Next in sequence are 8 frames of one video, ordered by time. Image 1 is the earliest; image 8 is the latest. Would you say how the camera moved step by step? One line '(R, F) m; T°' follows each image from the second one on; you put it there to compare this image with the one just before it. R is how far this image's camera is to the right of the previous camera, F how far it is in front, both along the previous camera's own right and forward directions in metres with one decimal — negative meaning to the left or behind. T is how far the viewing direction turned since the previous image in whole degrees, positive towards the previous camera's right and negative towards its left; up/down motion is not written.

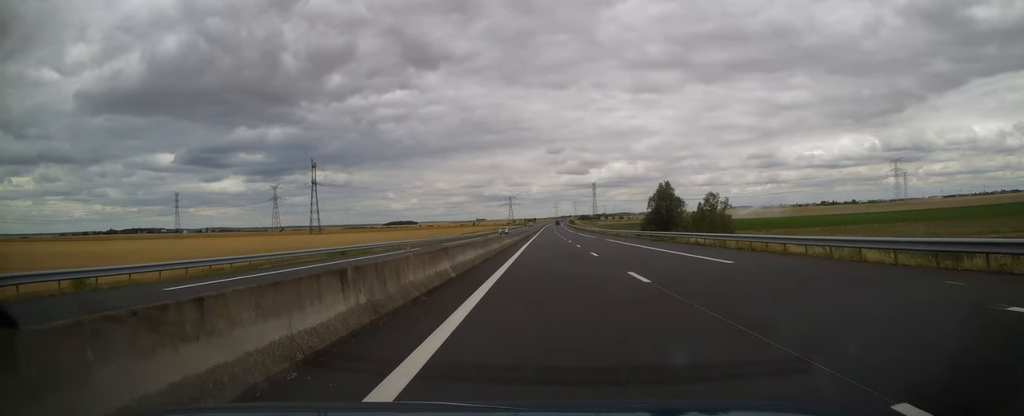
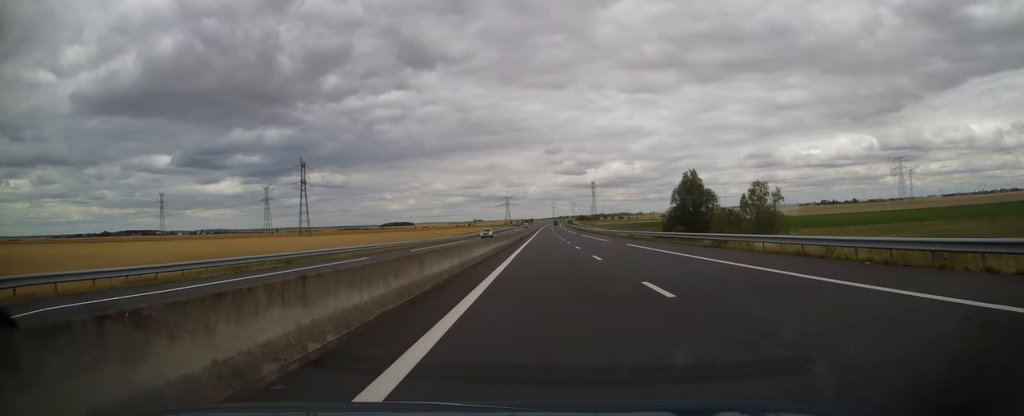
(0.0, +15.9) m; 0°
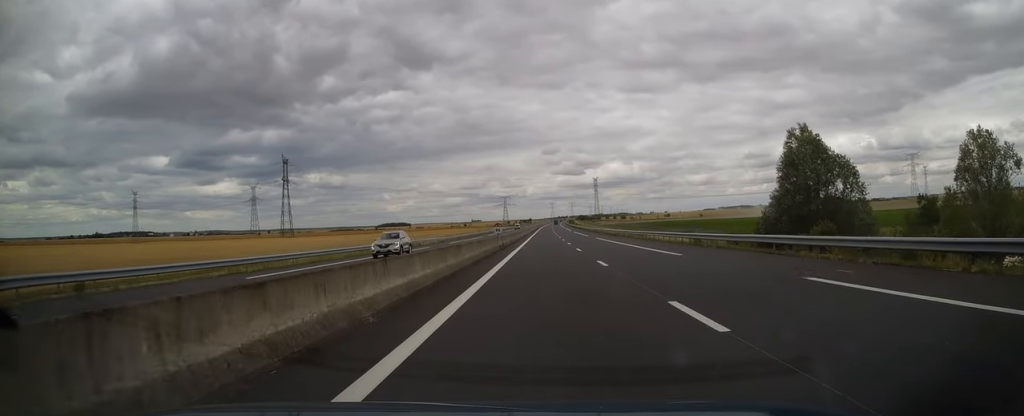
(0.0, +29.5) m; 0°
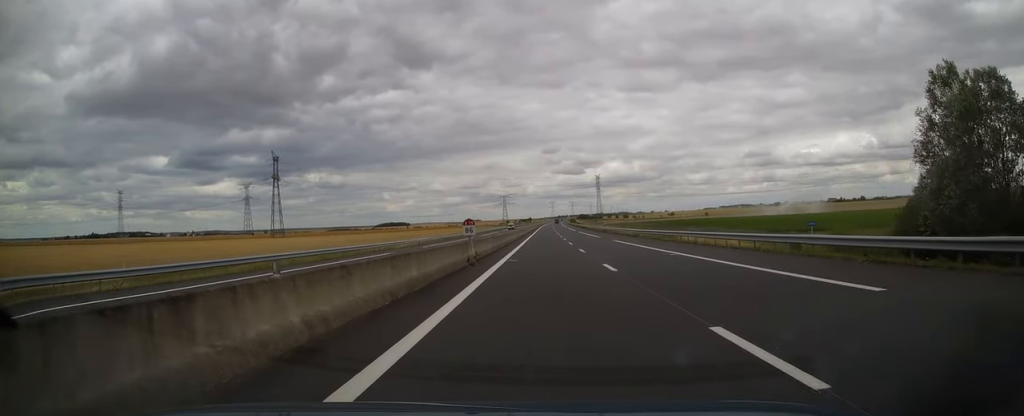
(0.0, +15.6) m; 0°
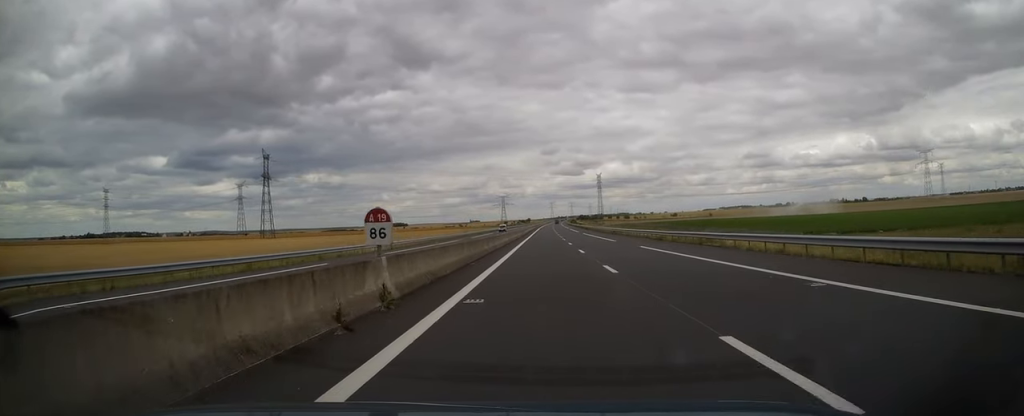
(0.0, +13.5) m; 0°
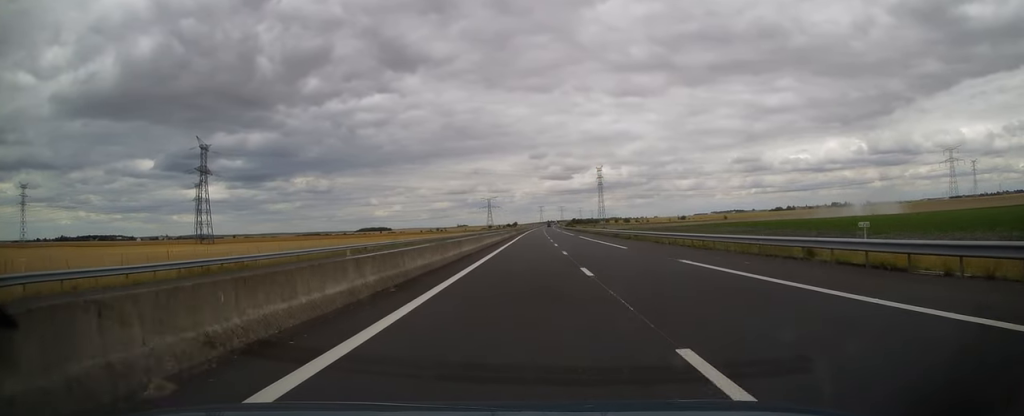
(+0.4, +65.0) m; +1°
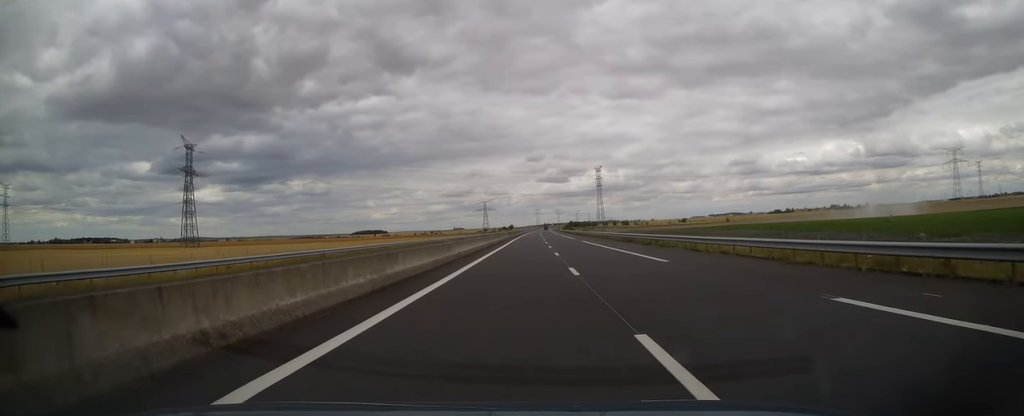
(0.0, +11.8) m; 0°
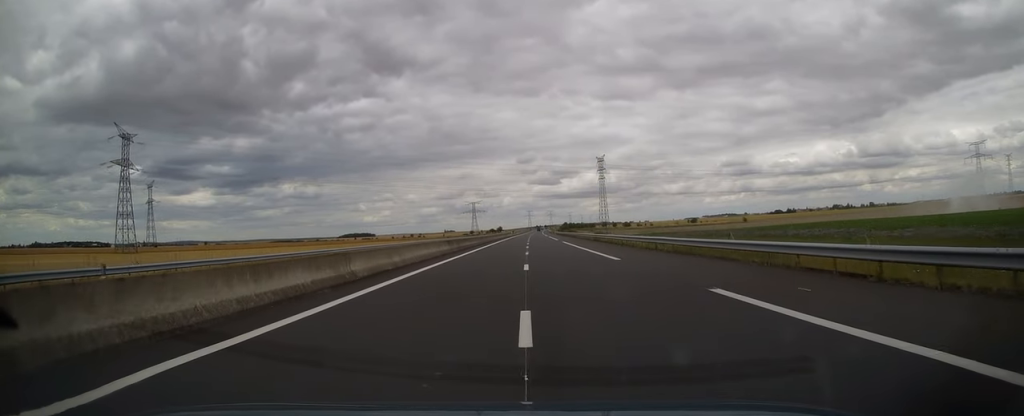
(+0.5, +49.1) m; +1°
